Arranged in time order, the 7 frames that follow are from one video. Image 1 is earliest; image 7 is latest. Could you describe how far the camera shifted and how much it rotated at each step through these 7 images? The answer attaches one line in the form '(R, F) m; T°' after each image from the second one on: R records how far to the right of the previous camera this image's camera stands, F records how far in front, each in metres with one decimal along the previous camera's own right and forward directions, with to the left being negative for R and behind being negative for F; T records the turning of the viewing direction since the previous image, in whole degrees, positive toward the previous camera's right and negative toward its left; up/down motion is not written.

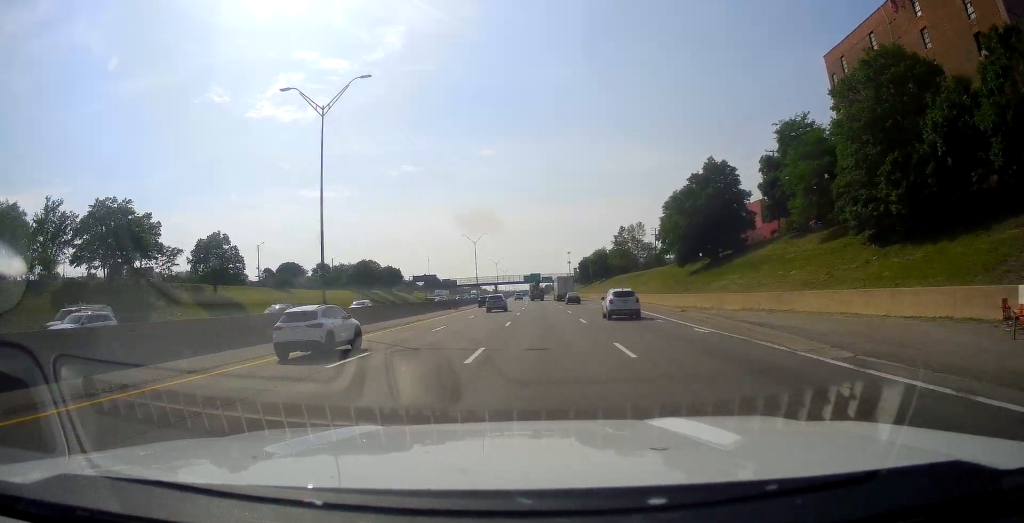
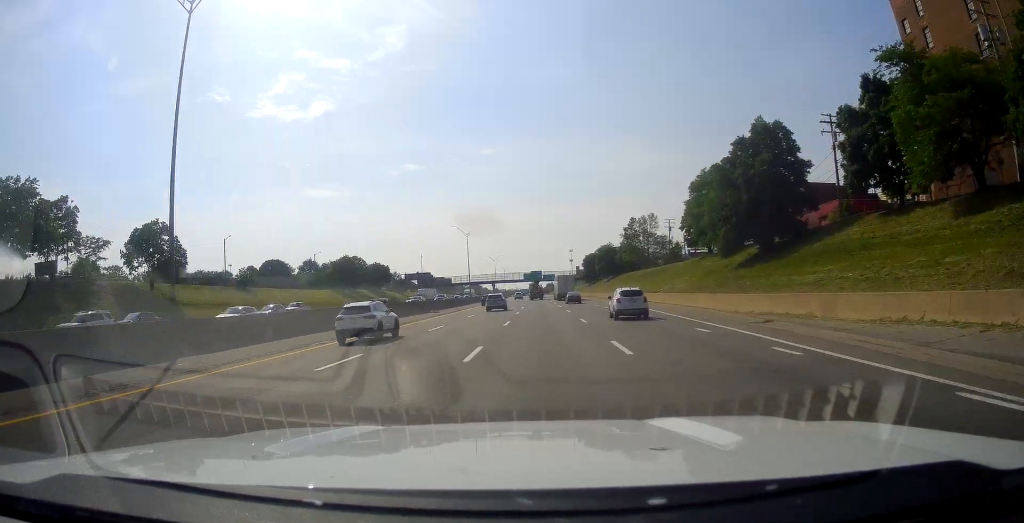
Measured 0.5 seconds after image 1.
(+0.3, +15.7) m; 0°
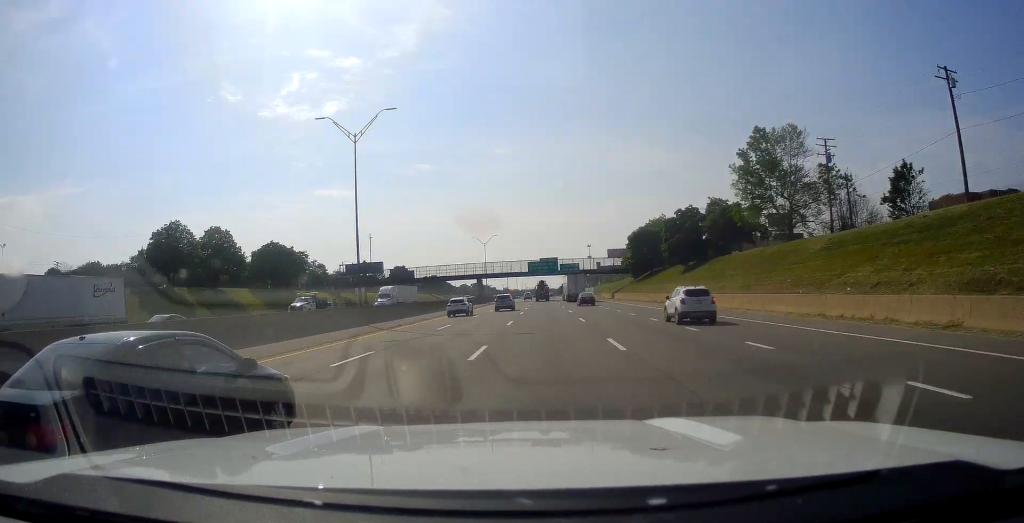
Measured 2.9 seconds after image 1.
(-1.5, +75.4) m; -1°
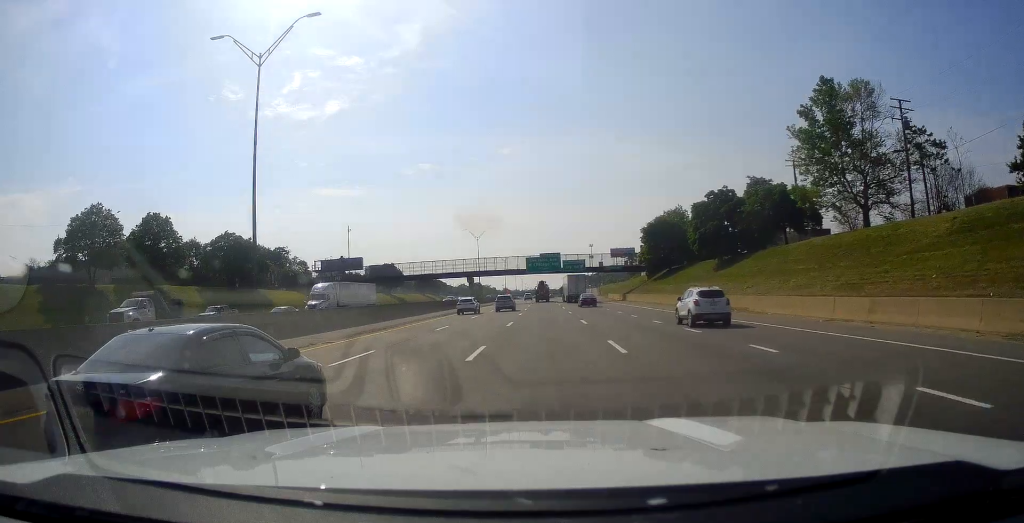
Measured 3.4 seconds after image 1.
(0.0, +15.7) m; 0°
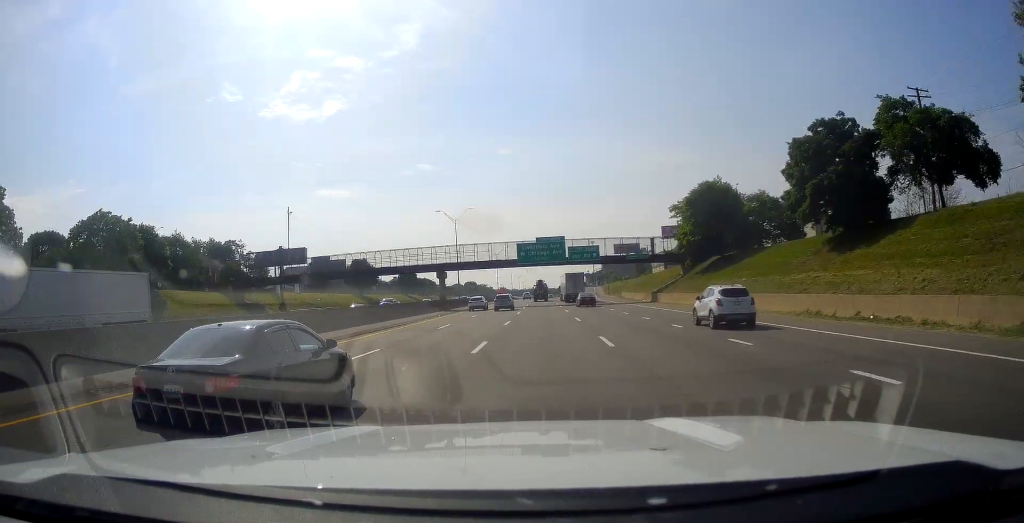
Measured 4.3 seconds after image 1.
(0.0, +28.3) m; 0°
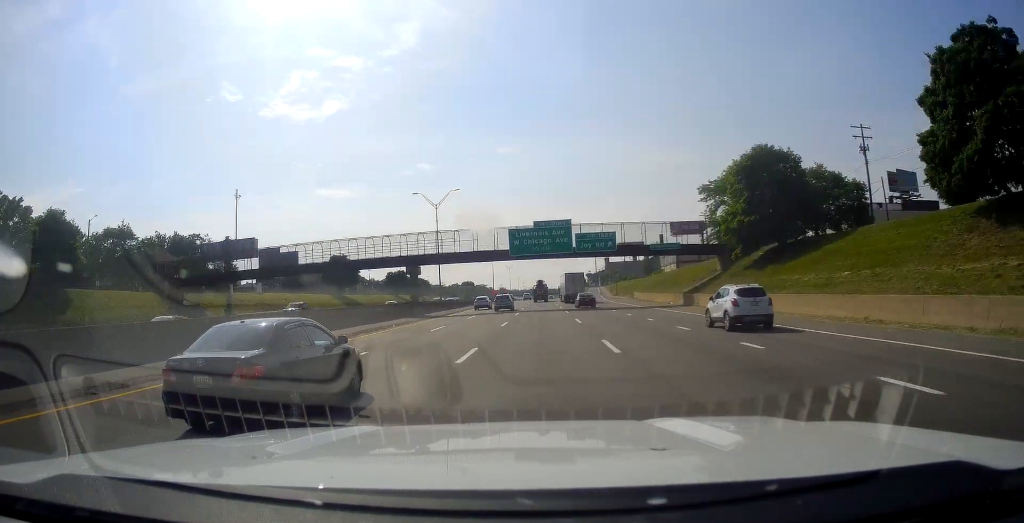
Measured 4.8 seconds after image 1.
(0.0, +16.8) m; 0°
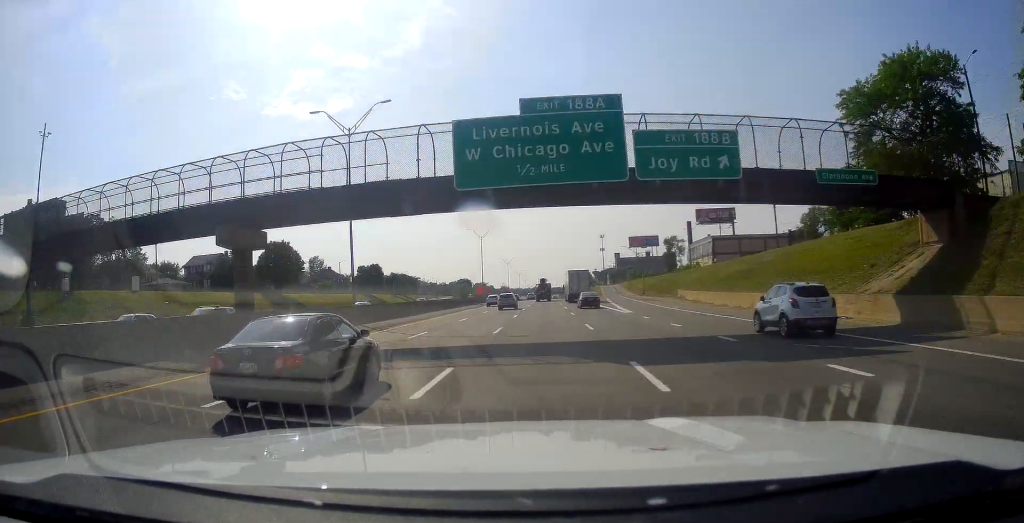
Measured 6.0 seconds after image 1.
(-0.1, +36.0) m; 0°
